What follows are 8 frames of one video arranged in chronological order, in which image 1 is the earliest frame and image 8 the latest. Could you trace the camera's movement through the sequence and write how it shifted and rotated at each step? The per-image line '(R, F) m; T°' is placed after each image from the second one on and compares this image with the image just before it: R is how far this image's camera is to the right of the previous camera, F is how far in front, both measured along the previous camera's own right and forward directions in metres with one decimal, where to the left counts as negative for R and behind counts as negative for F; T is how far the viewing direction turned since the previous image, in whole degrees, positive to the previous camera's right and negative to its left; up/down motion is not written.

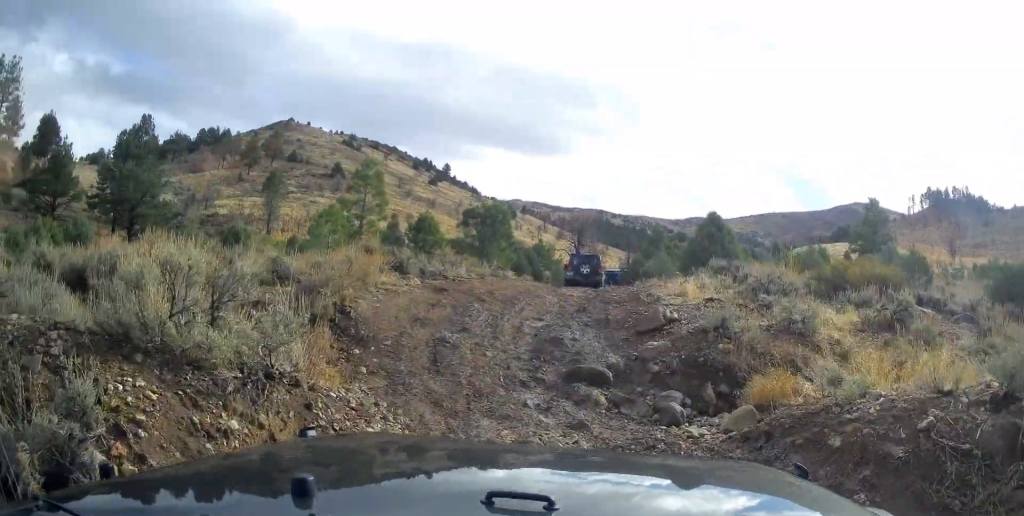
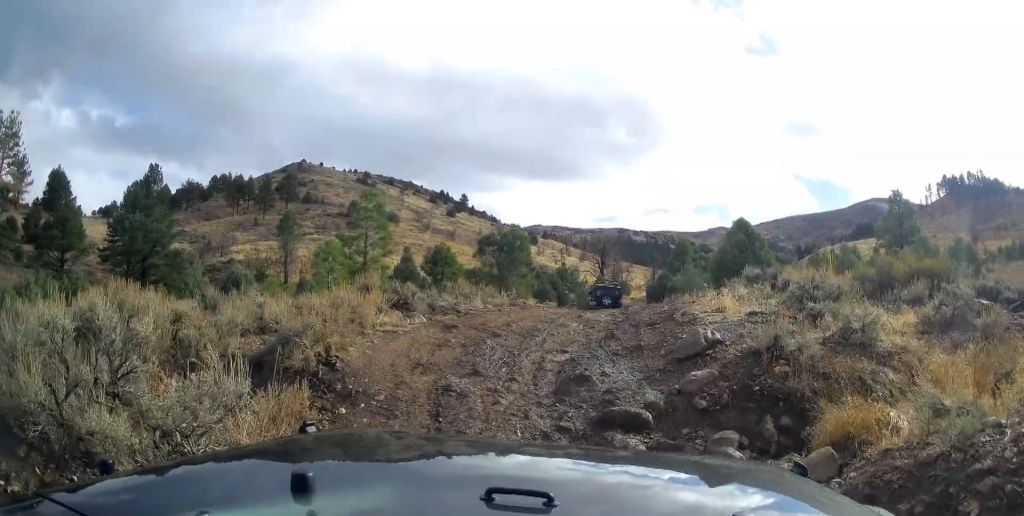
(-0.8, +1.4) m; 0°
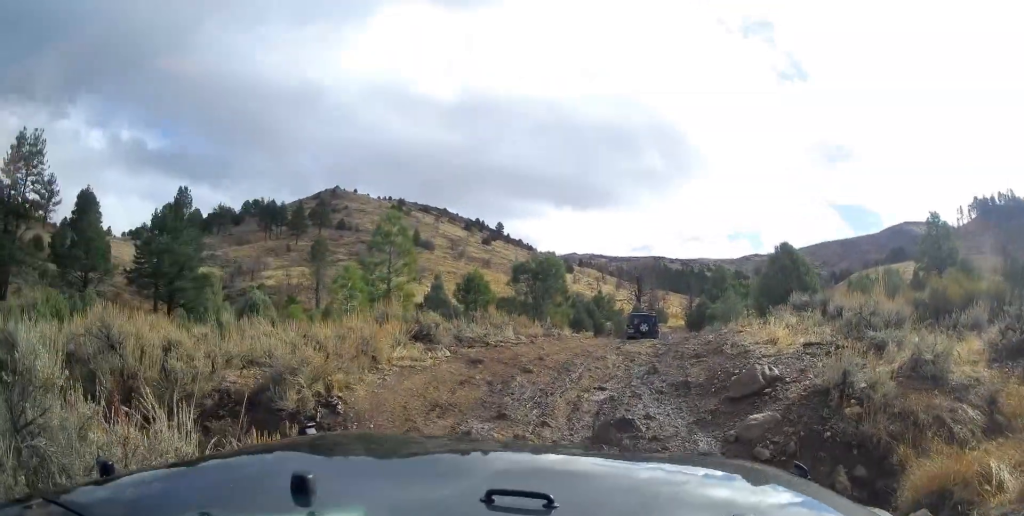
(-0.4, +0.6) m; 0°
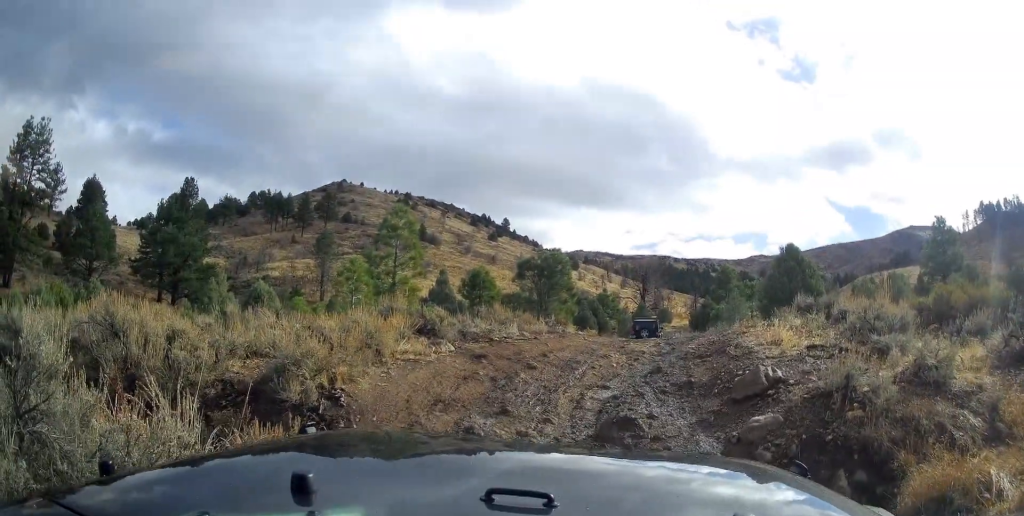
(-0.2, +0.4) m; 0°
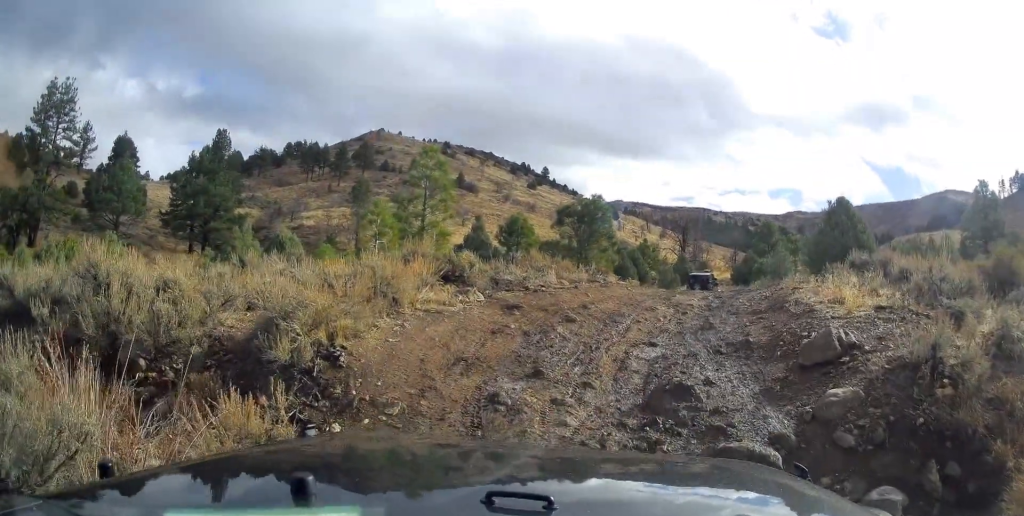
(+0.1, +1.5) m; 0°
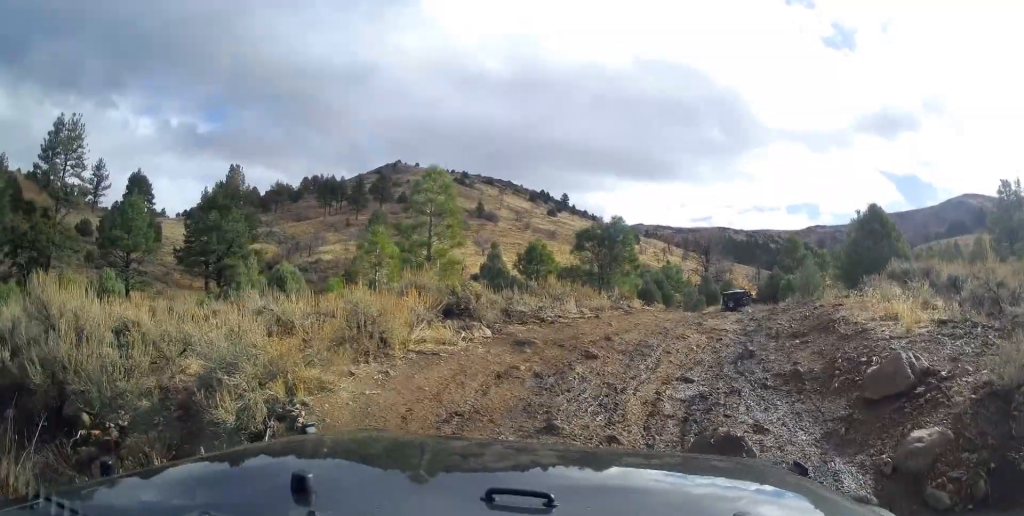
(-0.7, +1.2) m; 0°
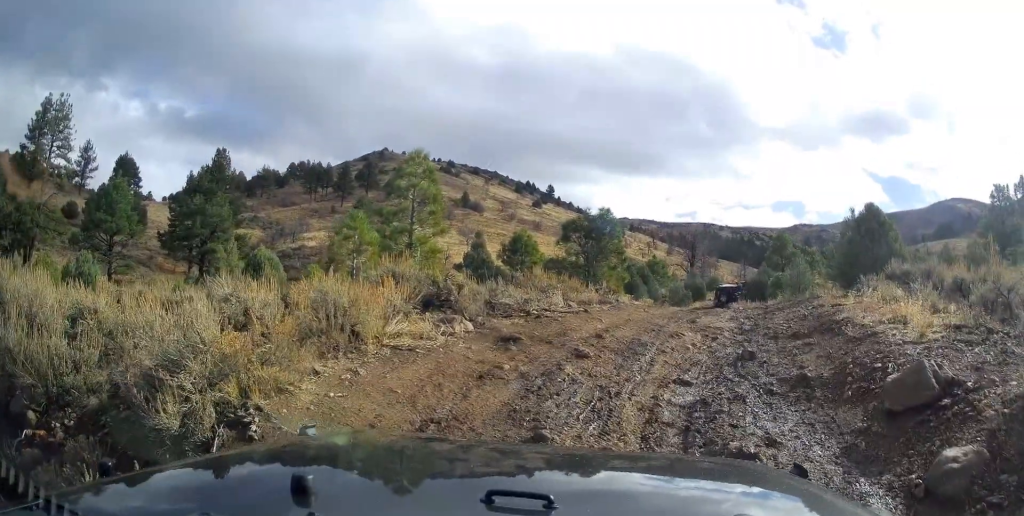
(0.0, +0.5) m; 0°
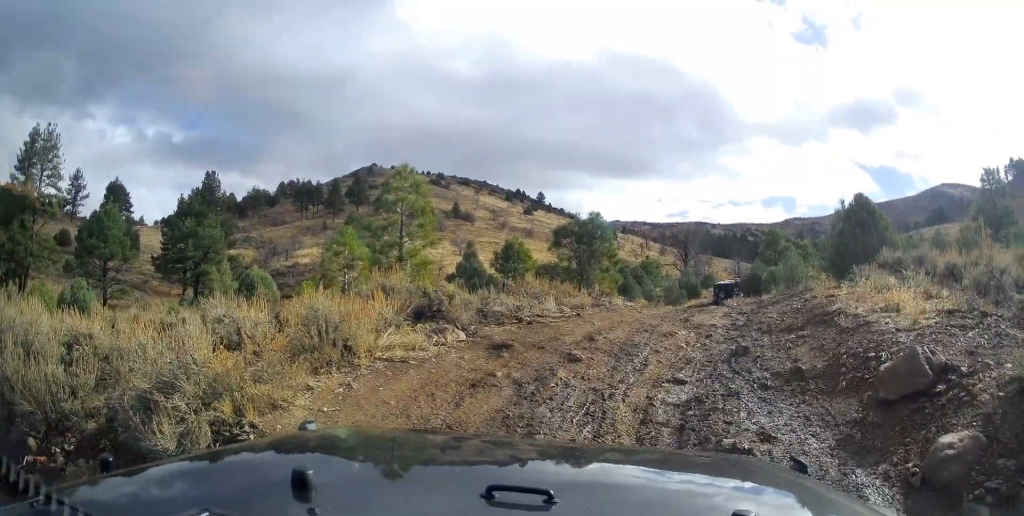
(+0.1, +0.3) m; 0°
